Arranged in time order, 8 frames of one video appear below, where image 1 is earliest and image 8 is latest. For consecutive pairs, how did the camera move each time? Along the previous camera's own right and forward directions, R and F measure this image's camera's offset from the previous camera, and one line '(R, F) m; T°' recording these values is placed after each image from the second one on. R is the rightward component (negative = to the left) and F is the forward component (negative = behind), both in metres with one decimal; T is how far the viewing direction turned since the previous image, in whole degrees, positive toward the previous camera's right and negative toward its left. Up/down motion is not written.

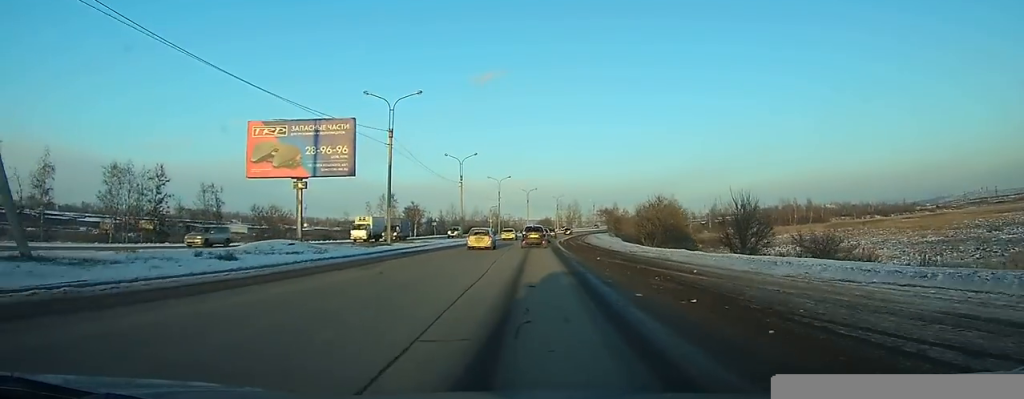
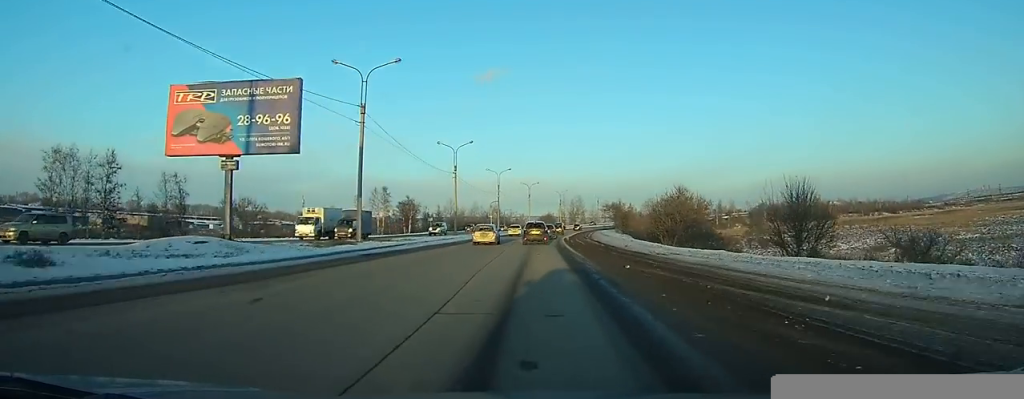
(0.0, +7.8) m; 0°
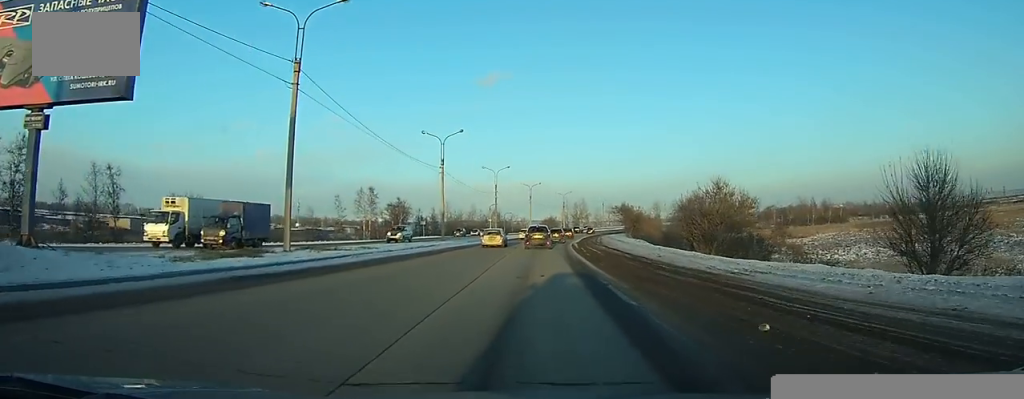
(0.0, +10.8) m; -1°
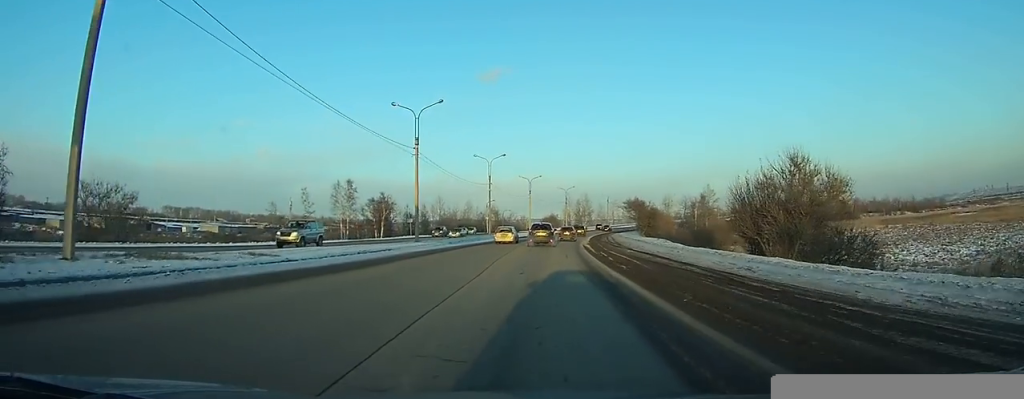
(-0.1, +13.2) m; -1°
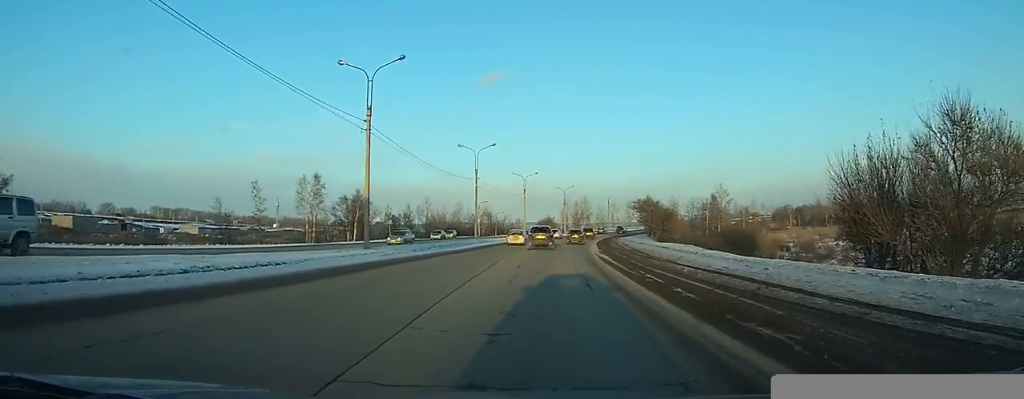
(-0.1, +13.1) m; 0°
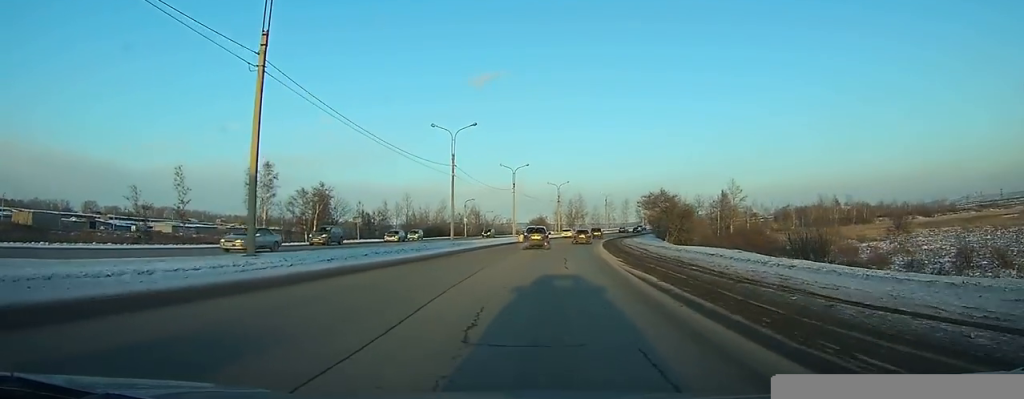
(-0.1, +13.7) m; 0°
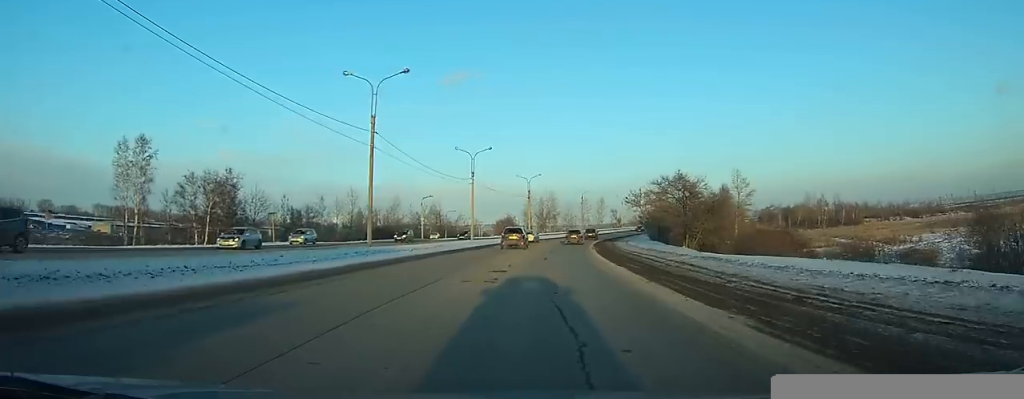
(+0.2, +19.5) m; +2°
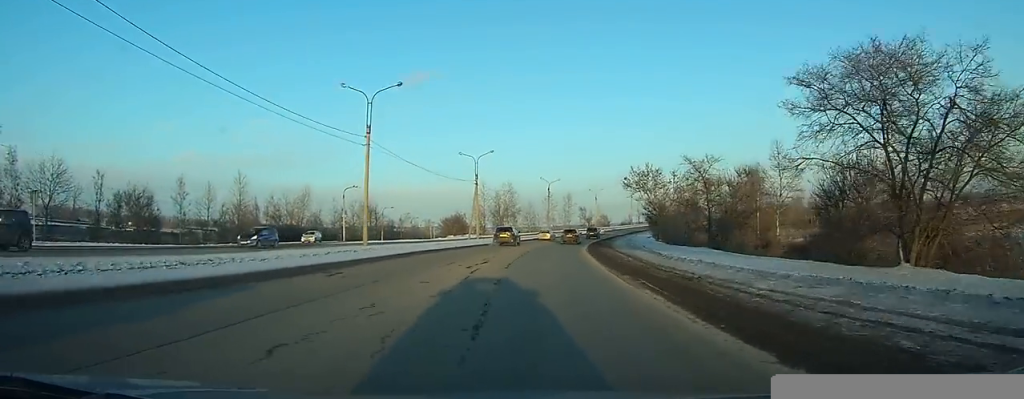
(+0.7, +30.2) m; +3°
